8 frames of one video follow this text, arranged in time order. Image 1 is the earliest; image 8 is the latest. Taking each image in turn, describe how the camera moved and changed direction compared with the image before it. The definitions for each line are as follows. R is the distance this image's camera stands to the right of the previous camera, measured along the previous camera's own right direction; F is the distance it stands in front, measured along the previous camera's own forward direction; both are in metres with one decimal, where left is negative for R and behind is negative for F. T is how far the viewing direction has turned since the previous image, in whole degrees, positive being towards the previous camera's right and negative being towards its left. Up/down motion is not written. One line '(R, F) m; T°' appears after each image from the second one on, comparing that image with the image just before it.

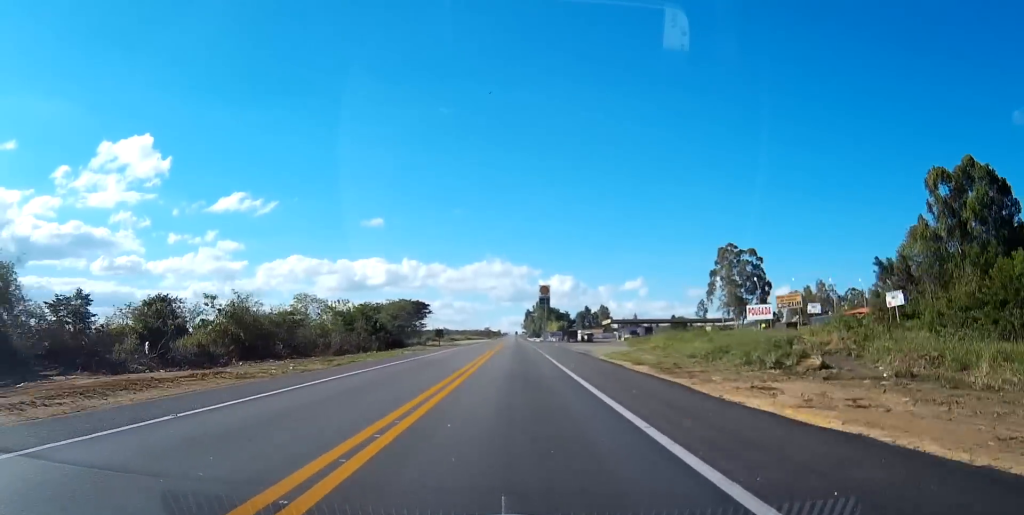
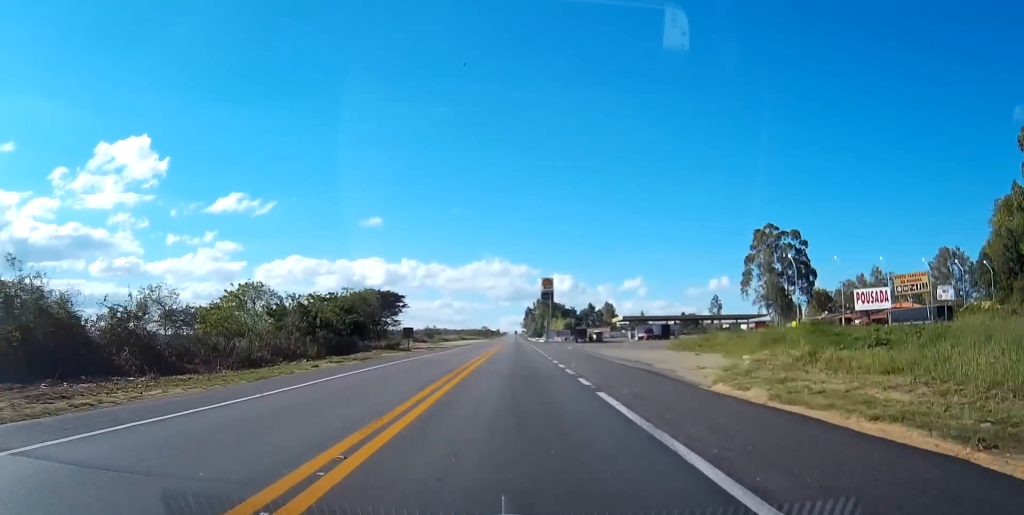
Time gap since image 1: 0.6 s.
(0.0, +27.4) m; 0°
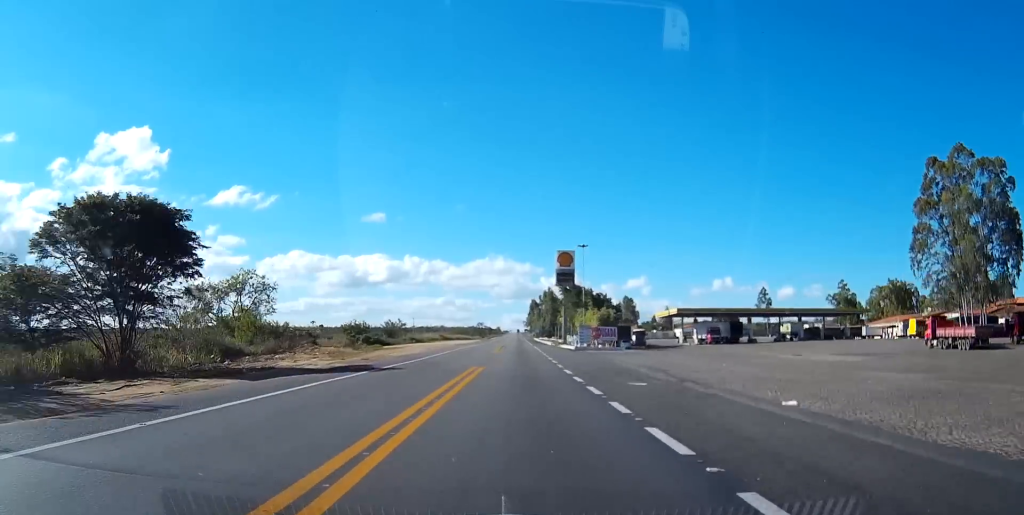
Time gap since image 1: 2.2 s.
(0.0, +66.4) m; 0°
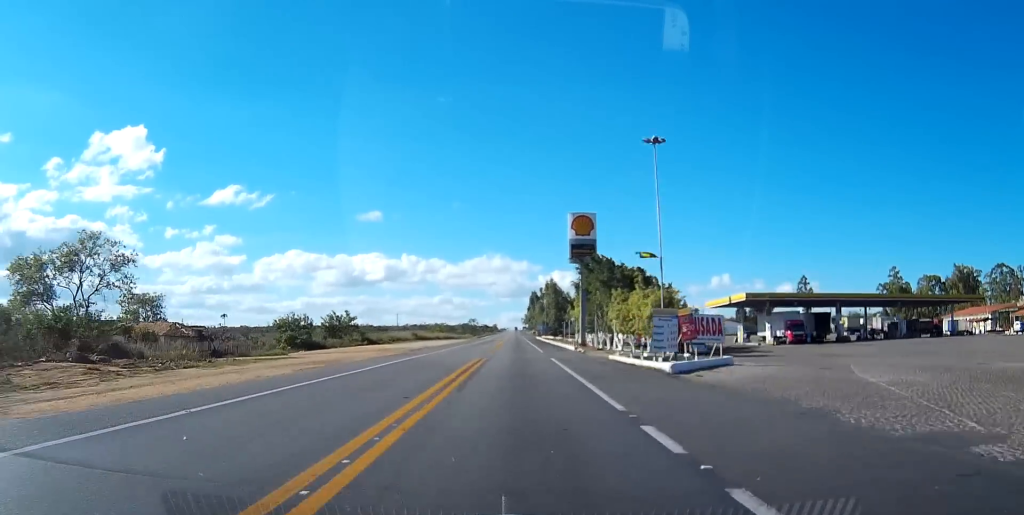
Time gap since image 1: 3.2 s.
(0.0, +43.3) m; 0°
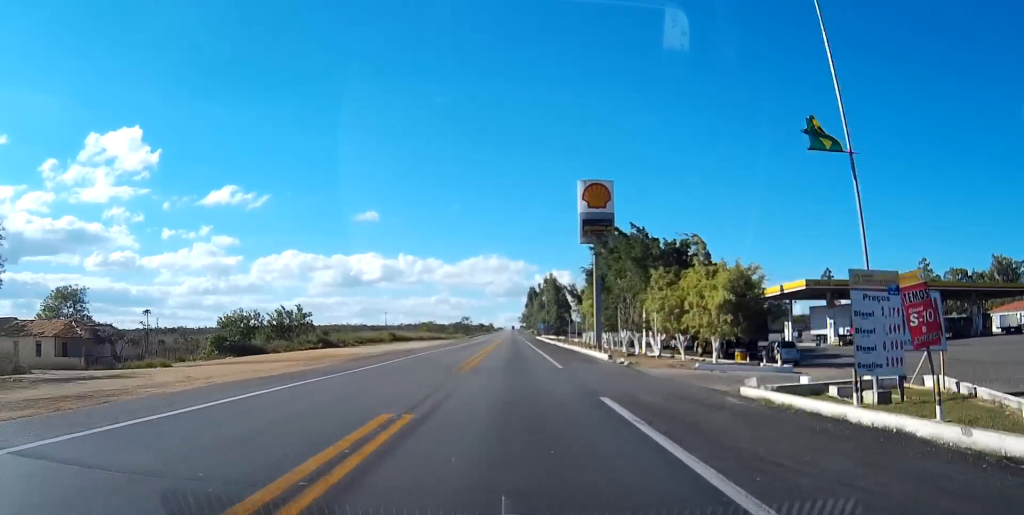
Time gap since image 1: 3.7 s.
(0.0, +21.6) m; 0°
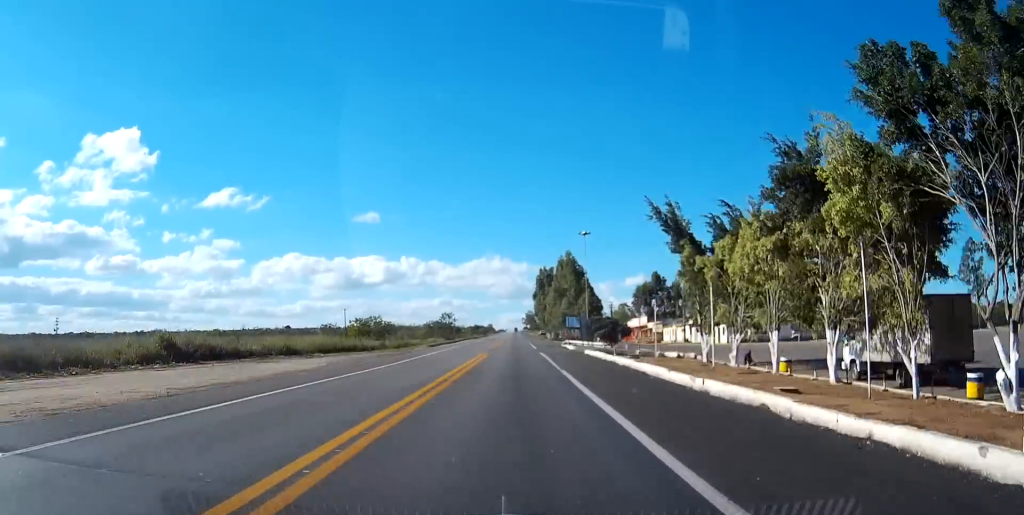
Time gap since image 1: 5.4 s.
(0.0, +76.4) m; 0°
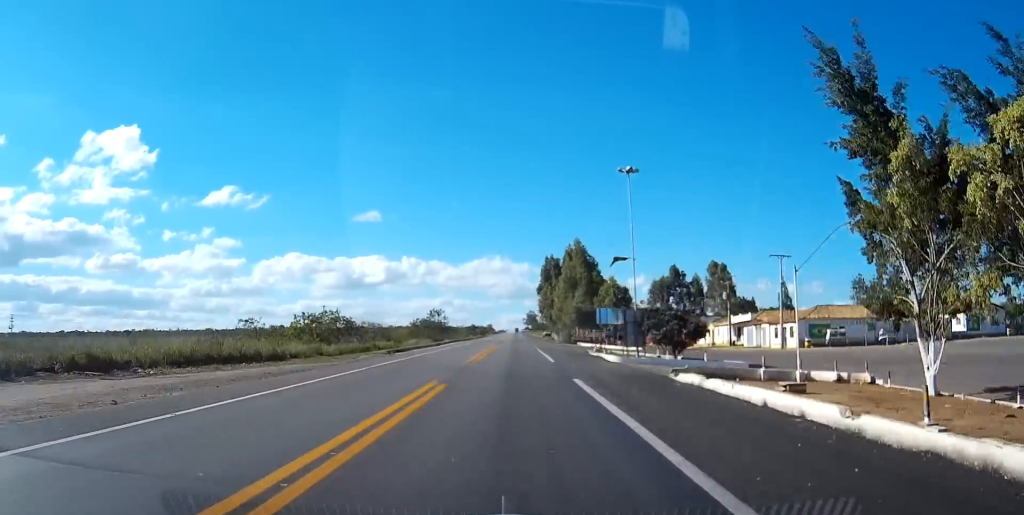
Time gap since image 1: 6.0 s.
(0.0, +26.0) m; 0°
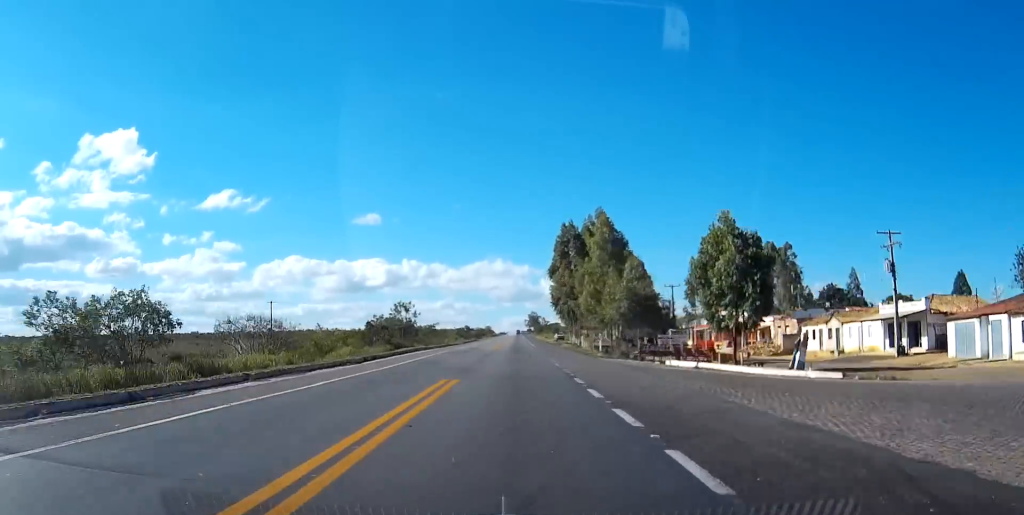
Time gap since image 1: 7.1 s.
(-0.1, +44.9) m; 0°
